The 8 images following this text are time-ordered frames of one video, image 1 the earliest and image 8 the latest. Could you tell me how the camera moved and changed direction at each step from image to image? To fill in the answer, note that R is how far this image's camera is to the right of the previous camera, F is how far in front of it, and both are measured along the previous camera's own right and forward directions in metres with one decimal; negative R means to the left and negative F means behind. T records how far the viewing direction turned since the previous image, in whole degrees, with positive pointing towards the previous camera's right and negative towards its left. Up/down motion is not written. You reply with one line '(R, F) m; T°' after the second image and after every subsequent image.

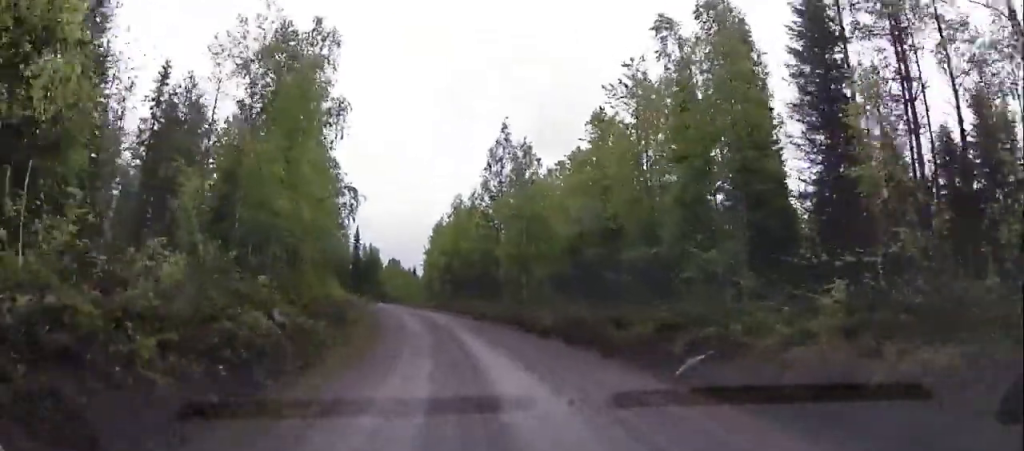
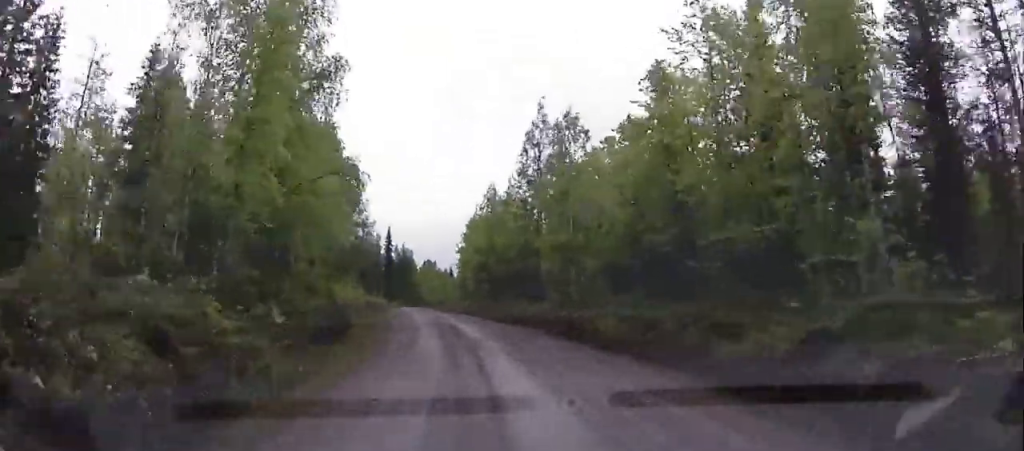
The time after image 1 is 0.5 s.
(0.0, +10.1) m; 0°
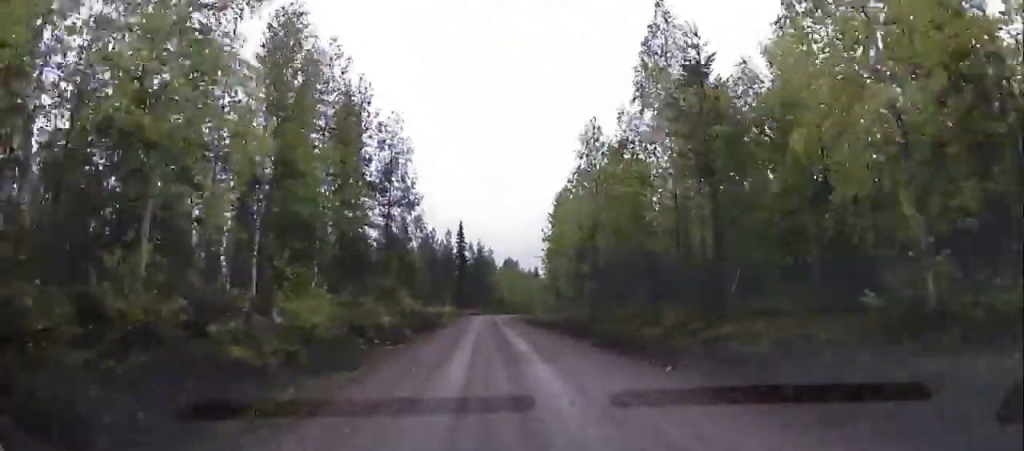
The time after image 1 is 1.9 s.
(0.0, +27.0) m; +1°
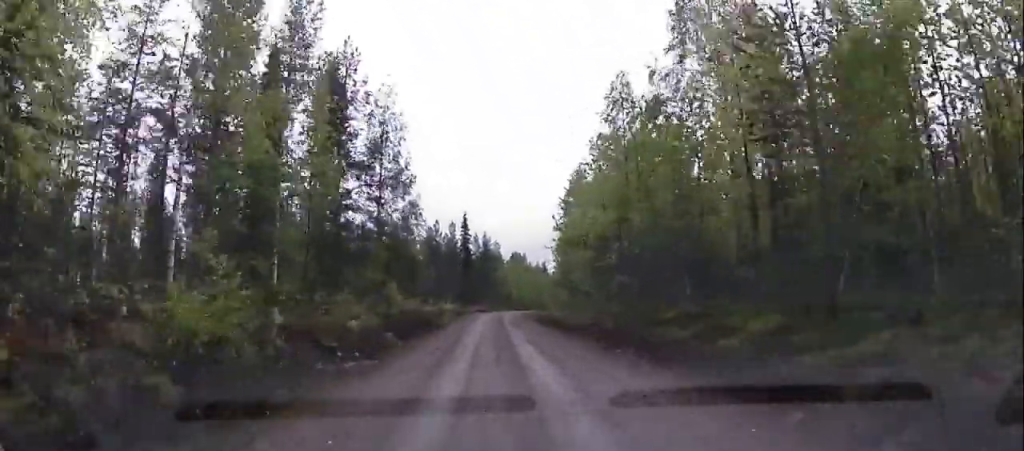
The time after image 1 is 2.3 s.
(-0.1, +7.3) m; +1°
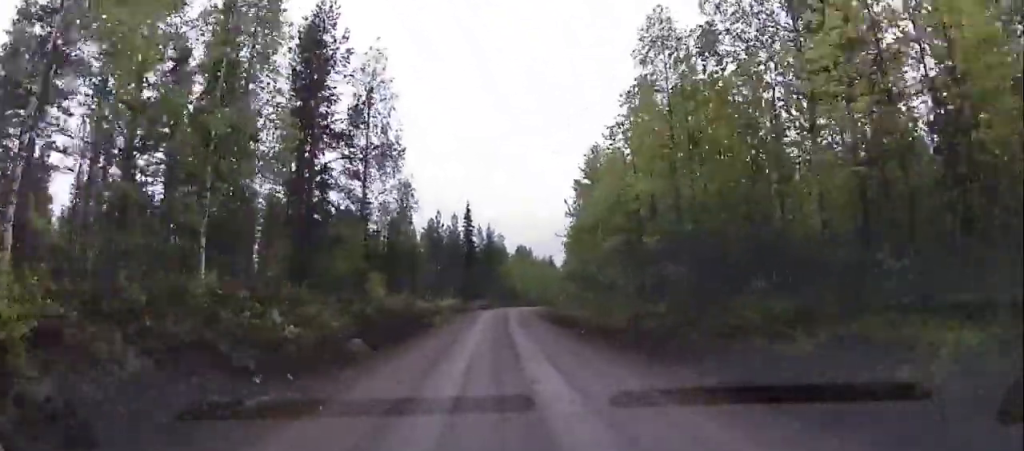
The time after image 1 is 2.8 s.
(+0.2, +5.3) m; 0°
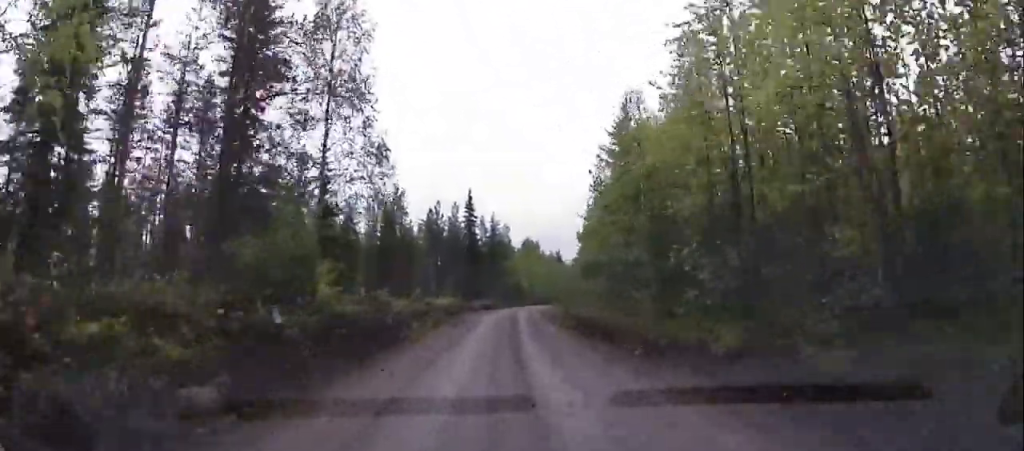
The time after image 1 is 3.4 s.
(+0.4, +7.7) m; -1°
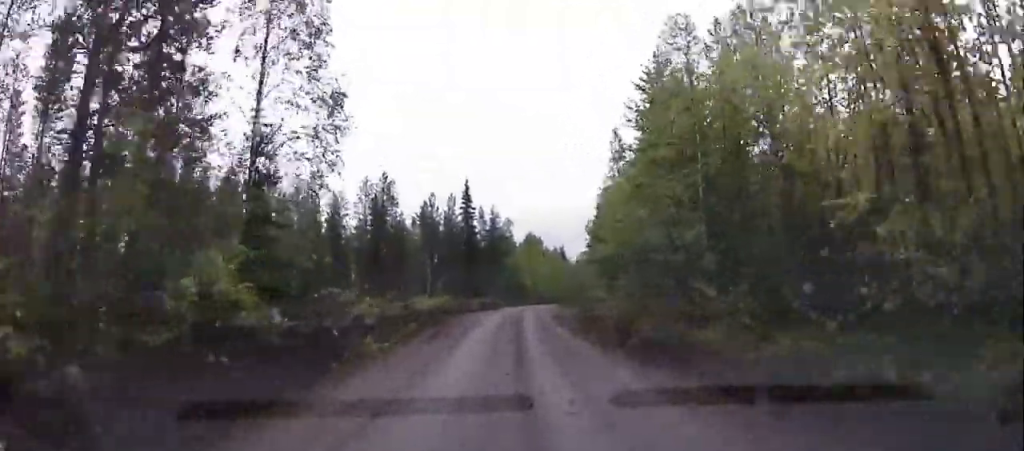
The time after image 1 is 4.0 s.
(-0.4, +6.6) m; 0°
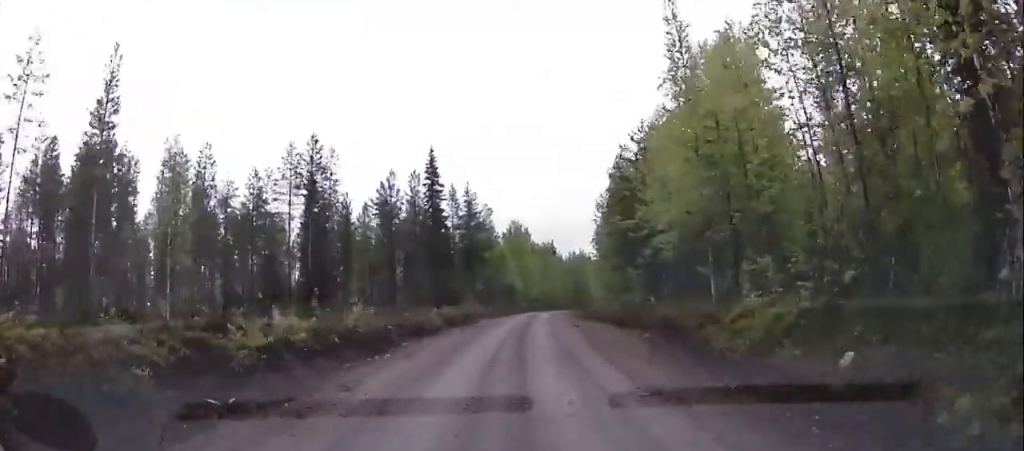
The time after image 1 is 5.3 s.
(+0.2, +17.9) m; 0°
